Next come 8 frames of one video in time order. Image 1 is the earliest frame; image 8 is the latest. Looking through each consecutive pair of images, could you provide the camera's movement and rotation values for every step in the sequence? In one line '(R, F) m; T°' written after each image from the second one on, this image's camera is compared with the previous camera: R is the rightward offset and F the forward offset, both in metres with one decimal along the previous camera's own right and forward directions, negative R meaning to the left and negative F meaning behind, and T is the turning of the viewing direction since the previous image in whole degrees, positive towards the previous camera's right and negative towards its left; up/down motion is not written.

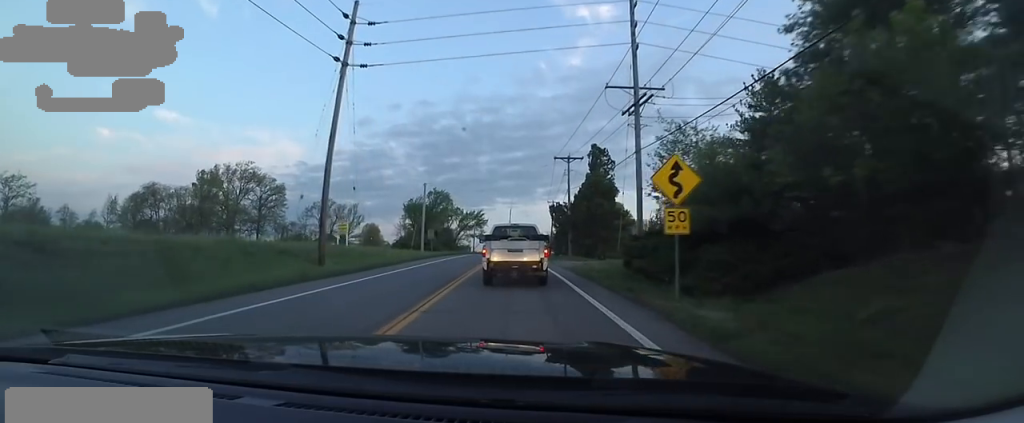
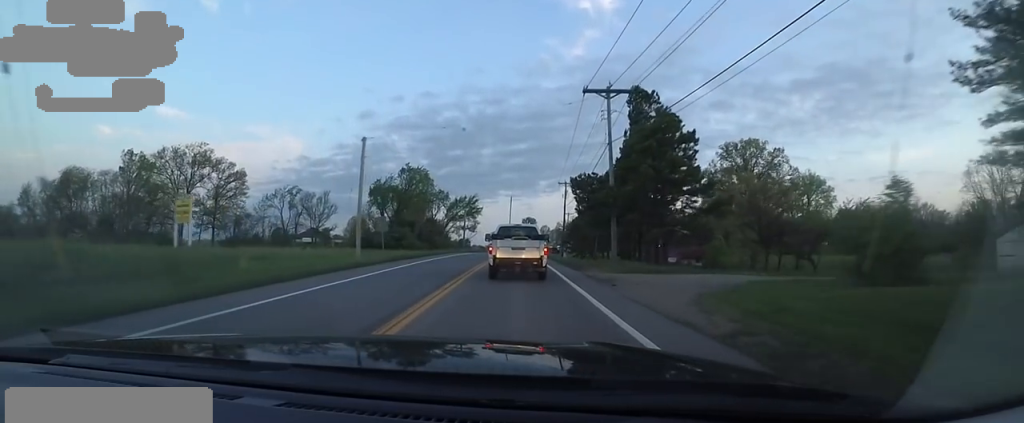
(-0.1, +19.4) m; -4°
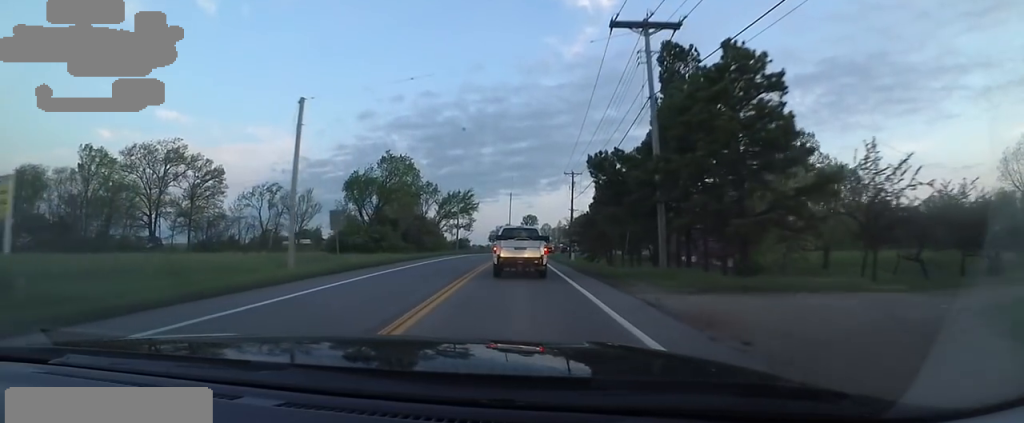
(-0.1, +8.5) m; -1°
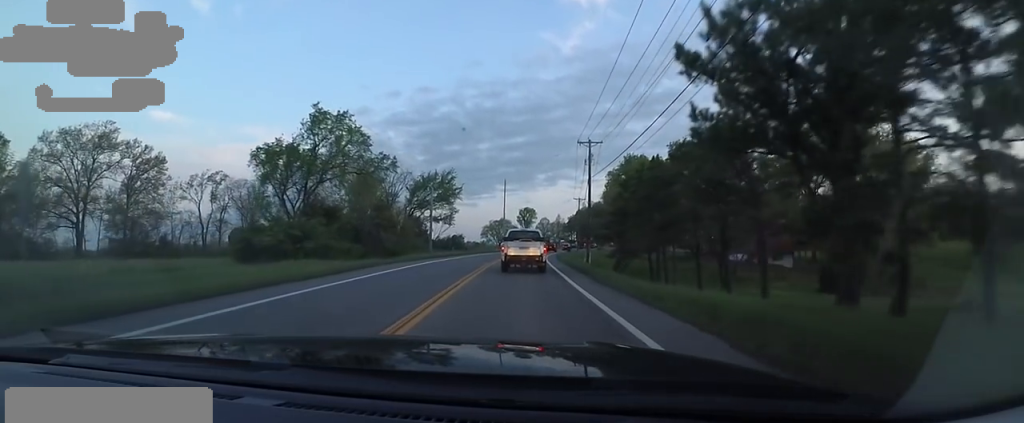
(+0.2, +17.6) m; +1°
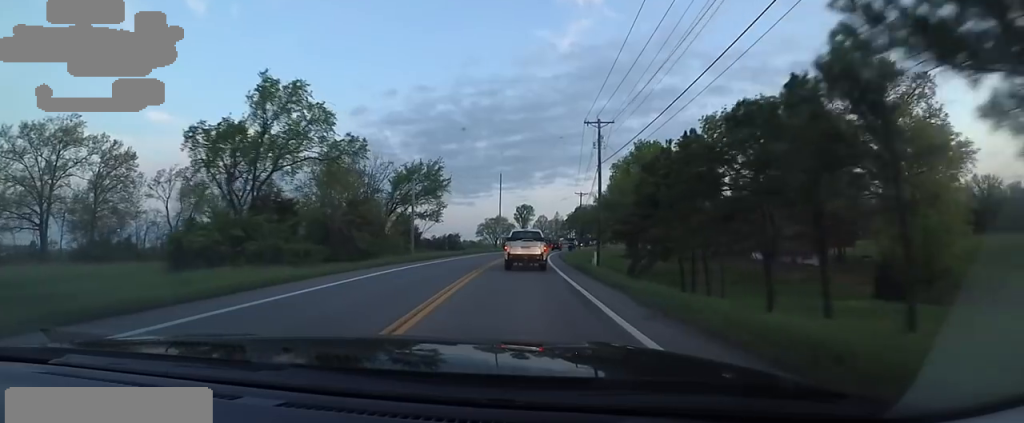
(0.0, +7.1) m; +1°
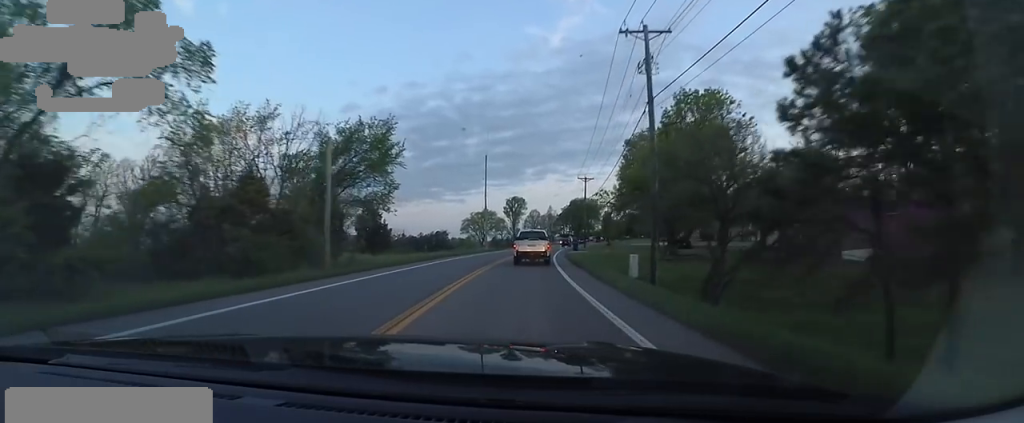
(+0.6, +16.9) m; +4°
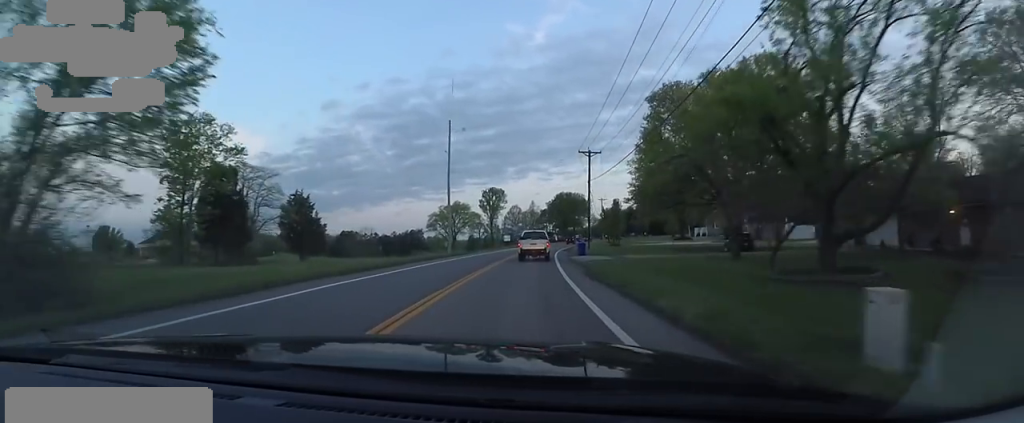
(+0.7, +21.4) m; +2°
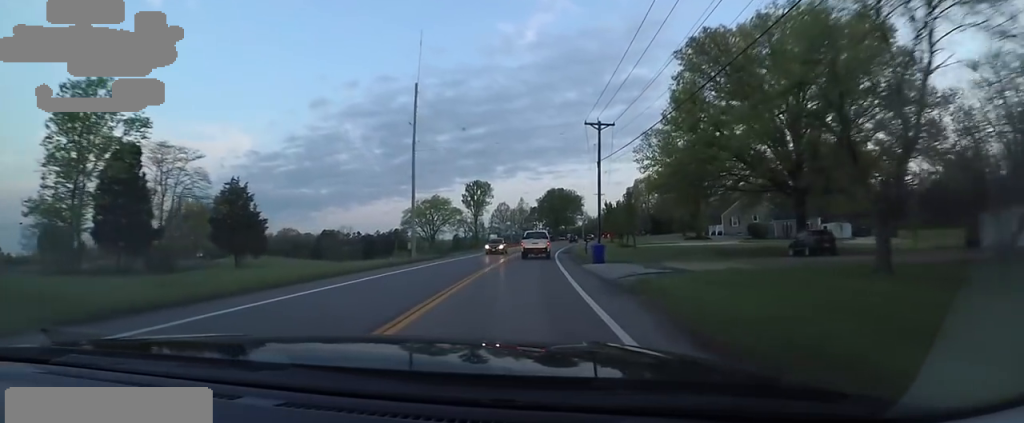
(0.0, +12.4) m; 0°
